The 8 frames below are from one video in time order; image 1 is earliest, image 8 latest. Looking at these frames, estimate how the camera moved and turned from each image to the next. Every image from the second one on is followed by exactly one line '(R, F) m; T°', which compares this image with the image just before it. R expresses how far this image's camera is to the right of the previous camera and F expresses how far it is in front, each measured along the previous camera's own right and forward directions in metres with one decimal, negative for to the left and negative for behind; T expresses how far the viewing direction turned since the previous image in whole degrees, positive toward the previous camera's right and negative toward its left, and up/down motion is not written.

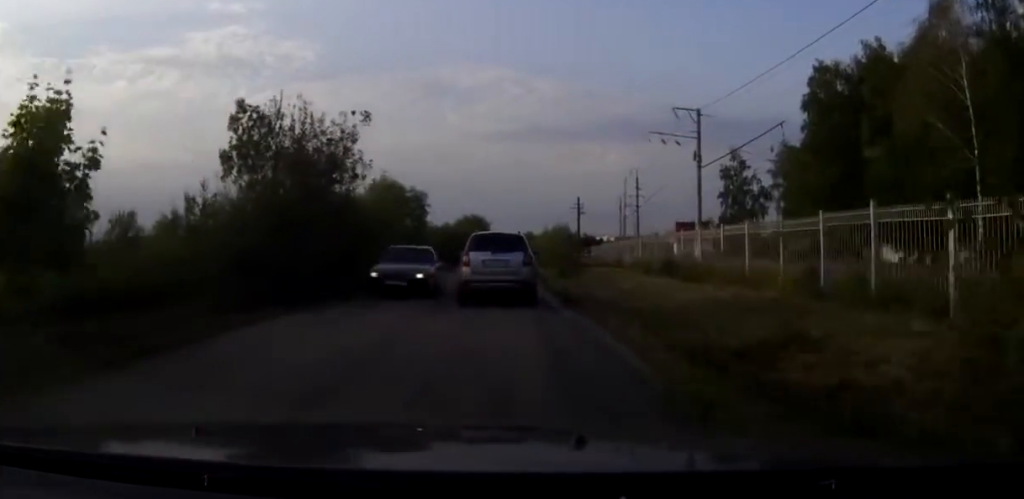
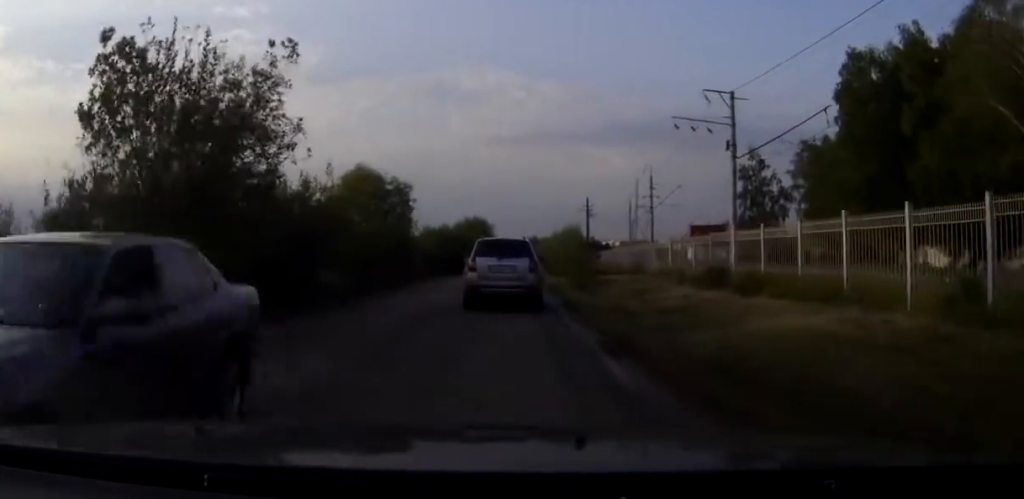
(0.0, +7.5) m; 0°
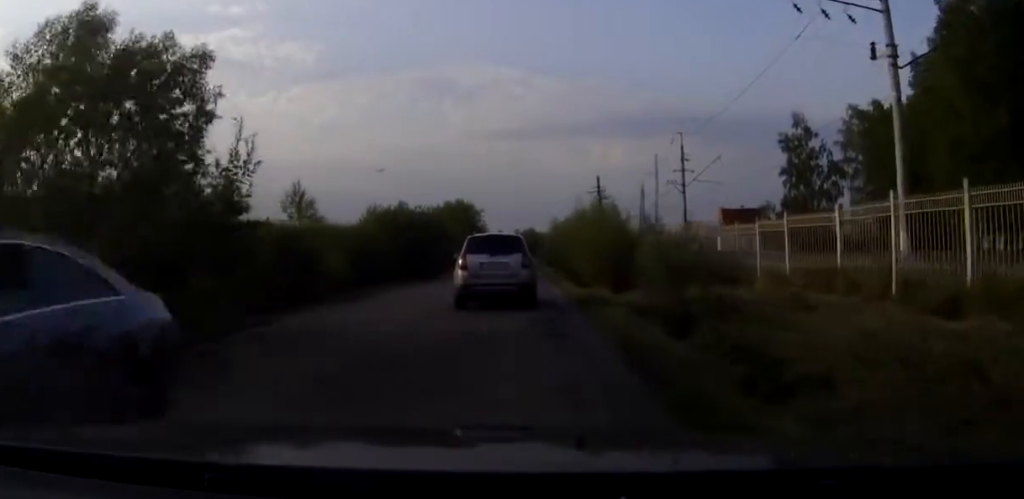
(0.0, +20.6) m; 0°
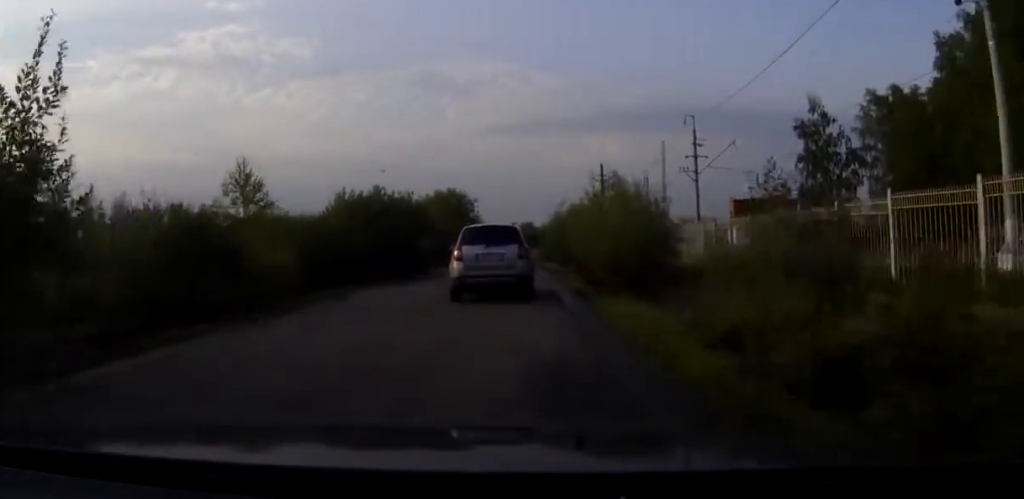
(0.0, +6.1) m; 0°
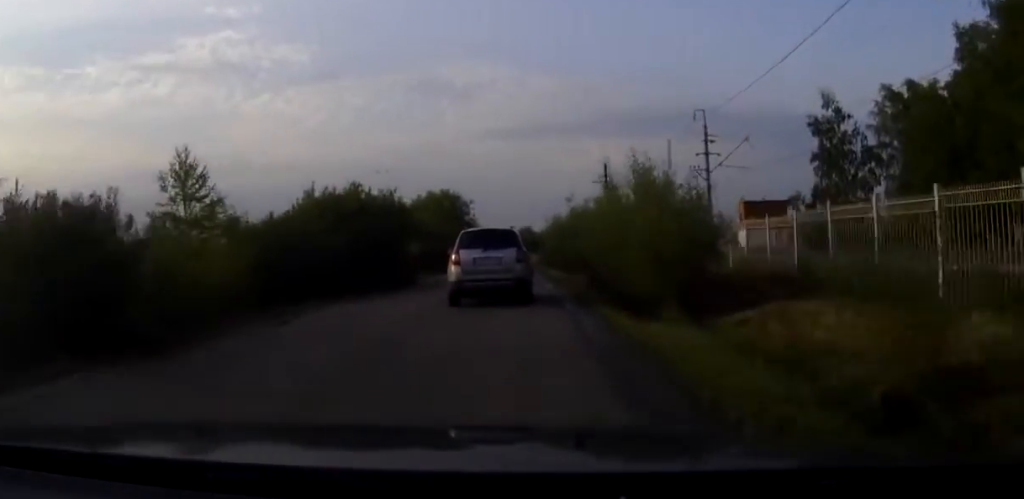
(0.0, +4.7) m; 0°
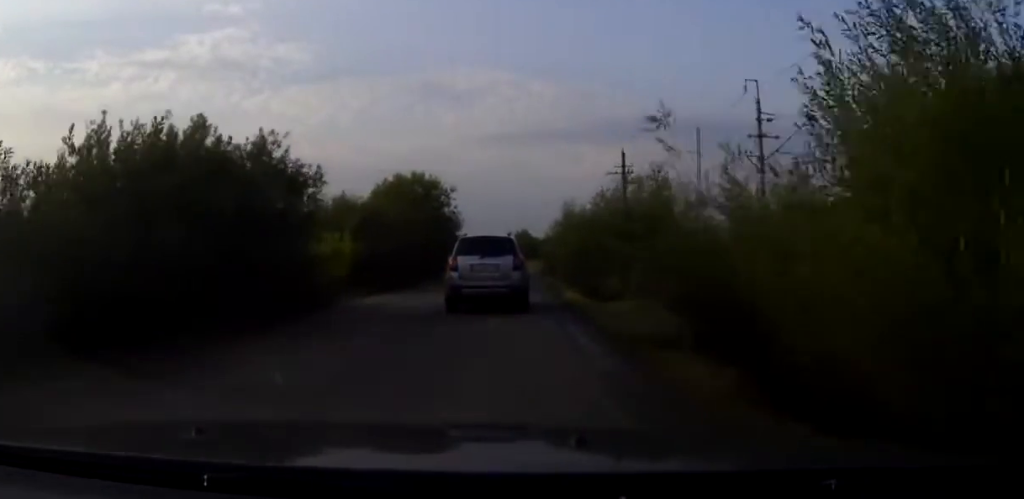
(0.0, +15.3) m; 0°
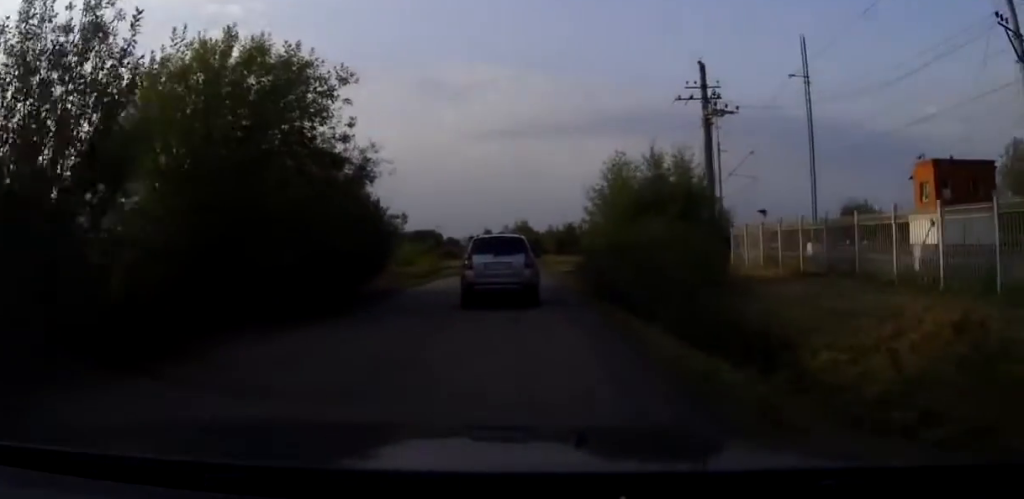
(+0.1, +28.5) m; 0°
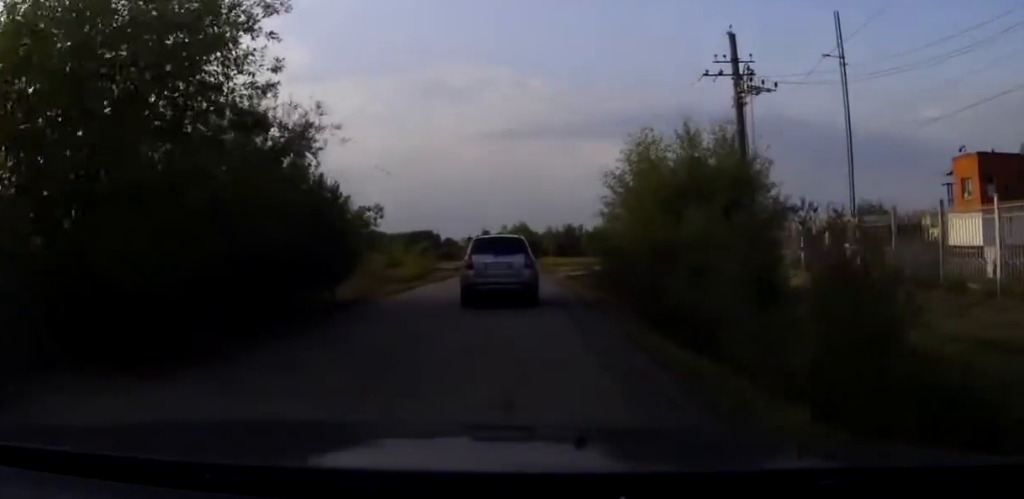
(0.0, +5.6) m; 0°
